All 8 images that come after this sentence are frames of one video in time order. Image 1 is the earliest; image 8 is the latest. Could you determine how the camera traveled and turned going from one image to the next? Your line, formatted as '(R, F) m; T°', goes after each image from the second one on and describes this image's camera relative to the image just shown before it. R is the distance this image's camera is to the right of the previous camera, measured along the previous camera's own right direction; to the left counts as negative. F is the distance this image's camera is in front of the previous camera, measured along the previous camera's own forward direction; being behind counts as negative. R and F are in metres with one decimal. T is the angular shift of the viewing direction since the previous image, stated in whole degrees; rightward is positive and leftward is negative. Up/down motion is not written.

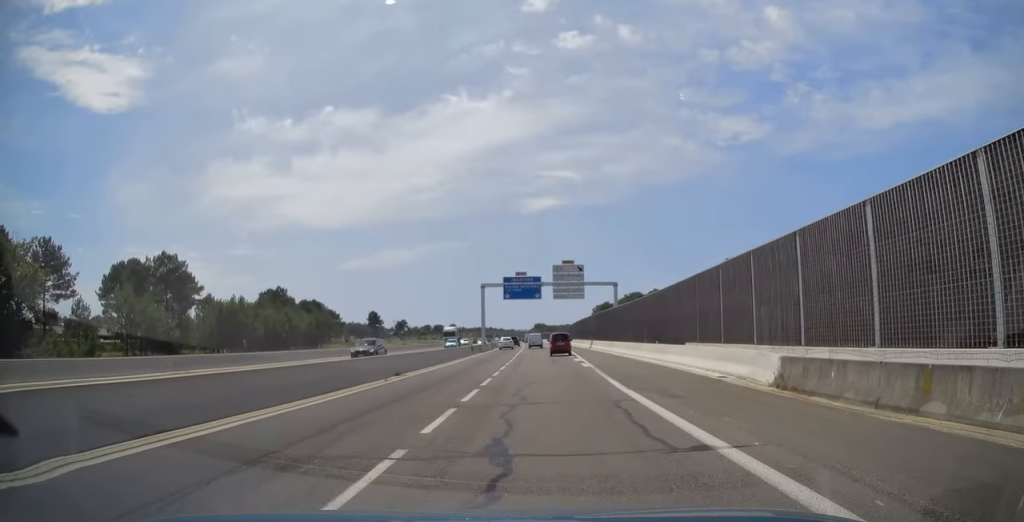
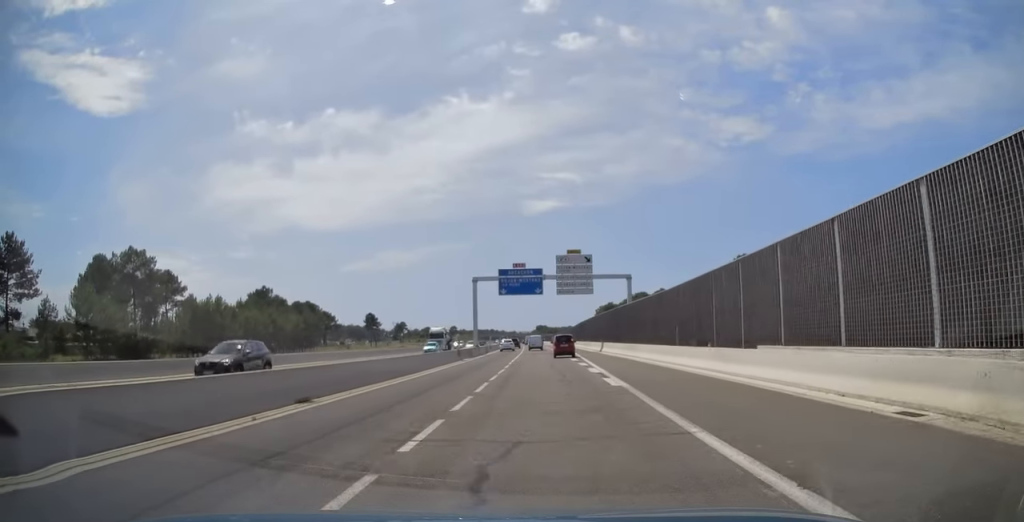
(+0.1, +10.1) m; 0°
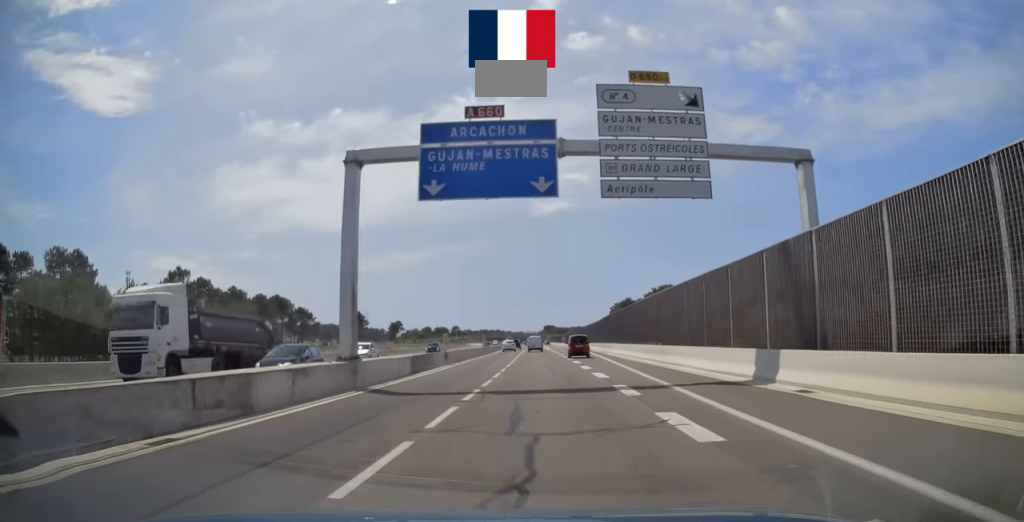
(-0.2, +41.4) m; 0°
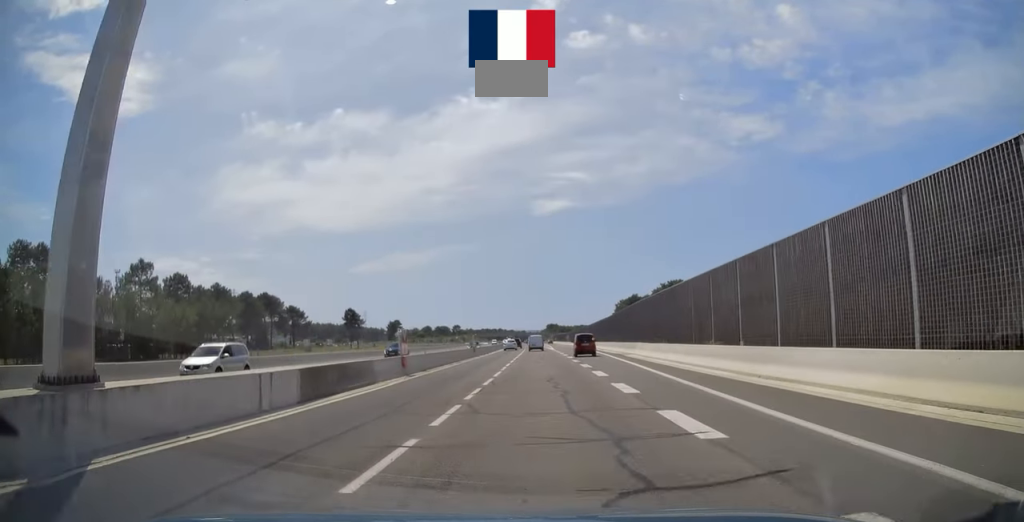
(+0.1, +12.8) m; 0°
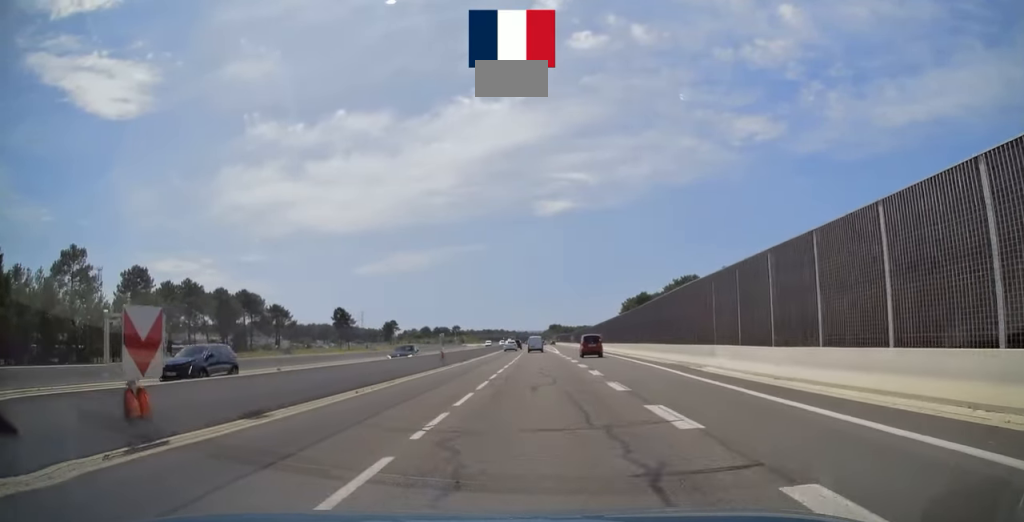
(-0.3, +18.5) m; -1°
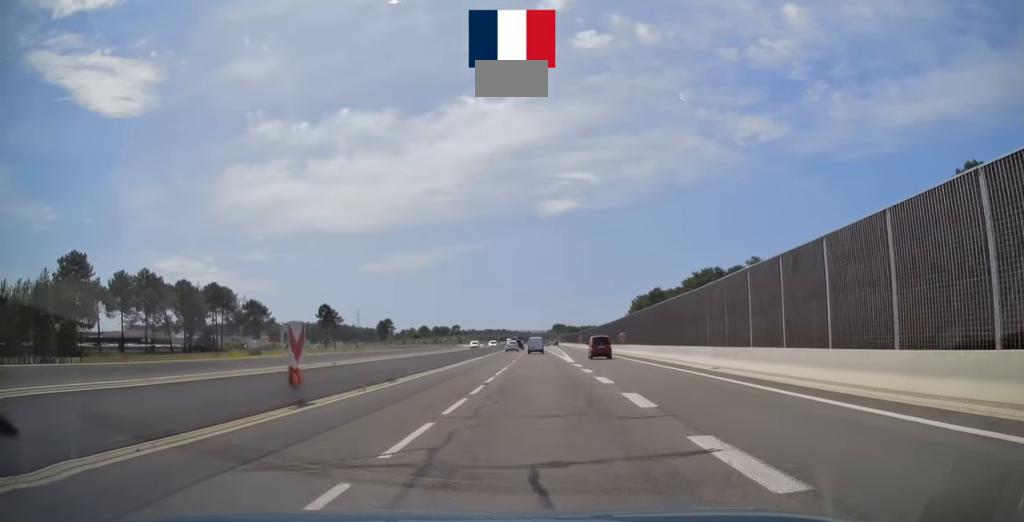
(0.0, +23.1) m; 0°
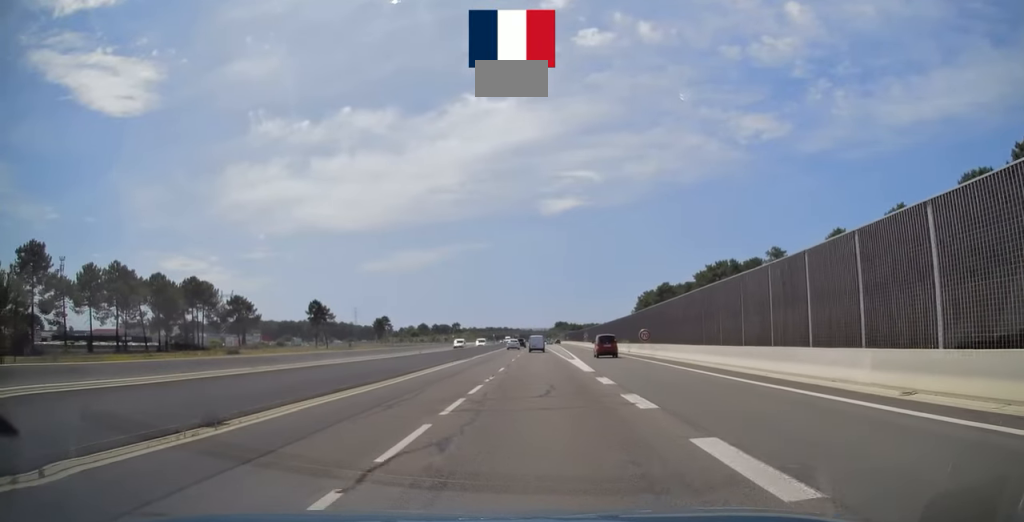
(0.0, +13.2) m; 0°
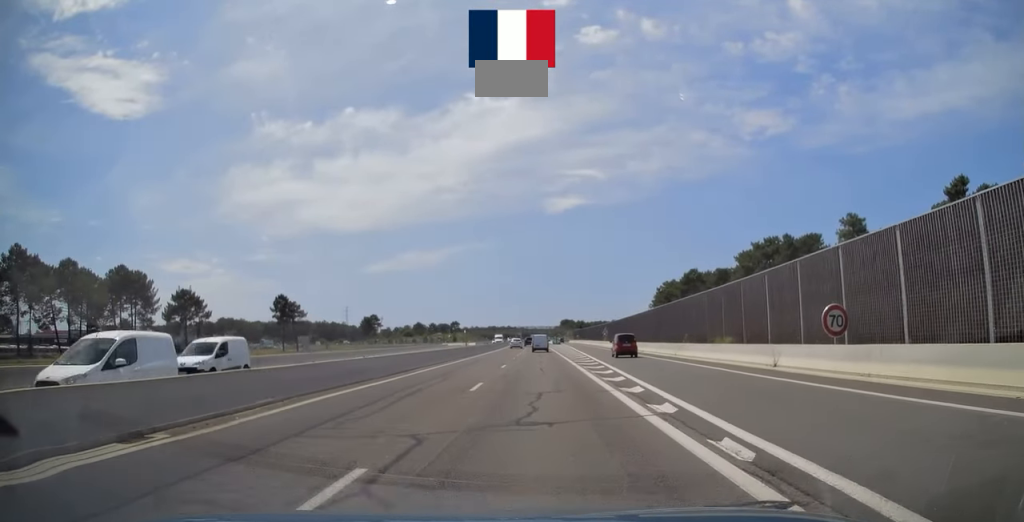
(-0.6, +36.3) m; -1°
